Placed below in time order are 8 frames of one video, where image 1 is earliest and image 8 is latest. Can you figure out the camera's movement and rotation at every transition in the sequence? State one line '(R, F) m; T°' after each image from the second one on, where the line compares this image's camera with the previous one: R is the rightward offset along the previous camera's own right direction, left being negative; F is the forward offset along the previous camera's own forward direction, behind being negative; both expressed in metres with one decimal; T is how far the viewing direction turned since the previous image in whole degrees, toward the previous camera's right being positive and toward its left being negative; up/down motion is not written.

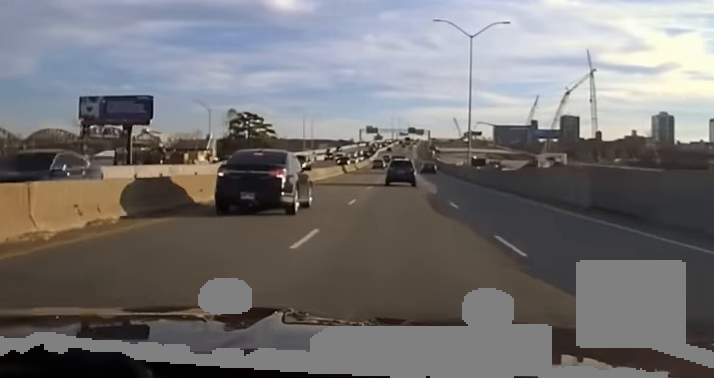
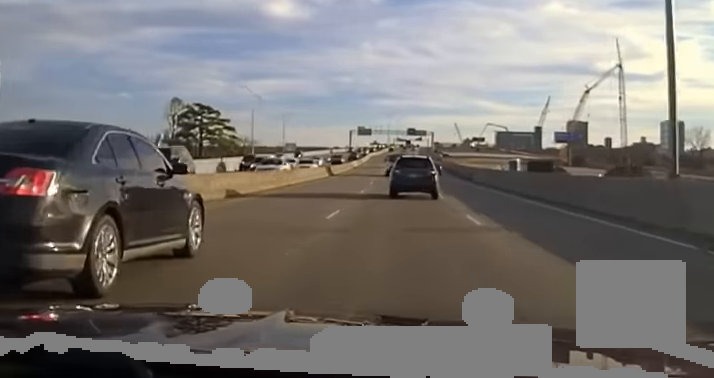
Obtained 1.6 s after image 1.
(-0.1, +61.0) m; 0°
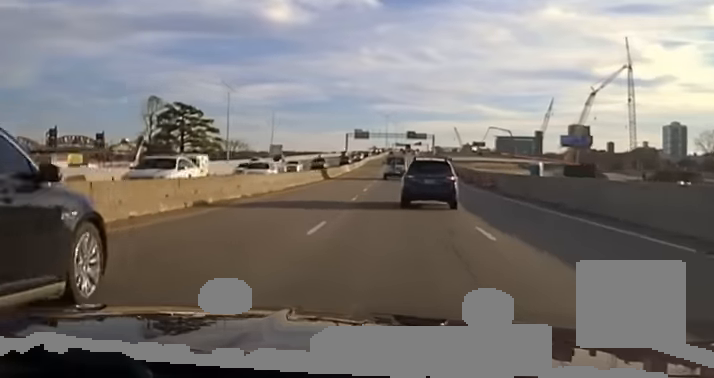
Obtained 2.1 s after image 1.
(+0.1, +18.8) m; 0°
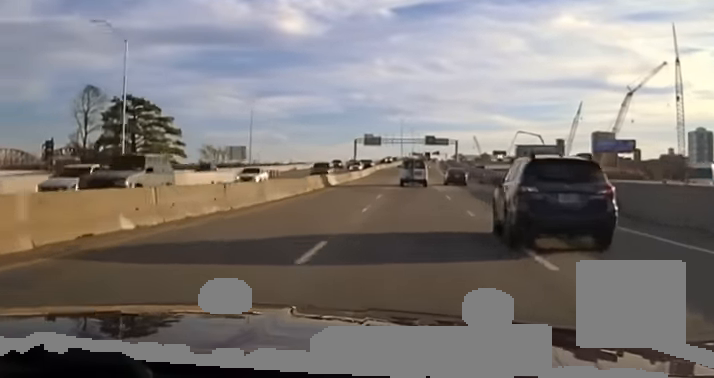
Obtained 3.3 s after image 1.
(-0.6, +45.3) m; -1°
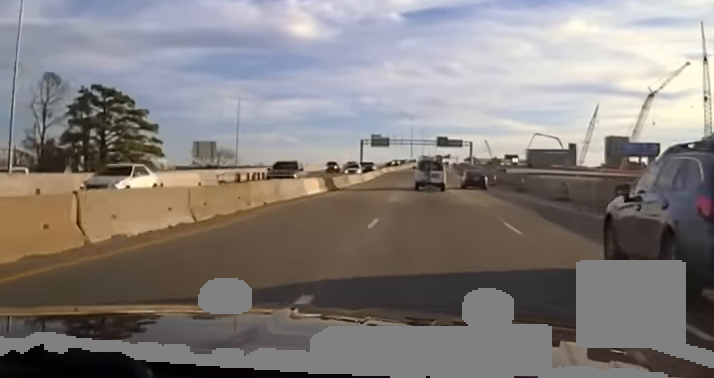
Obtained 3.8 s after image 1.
(-0.1, +17.6) m; 0°
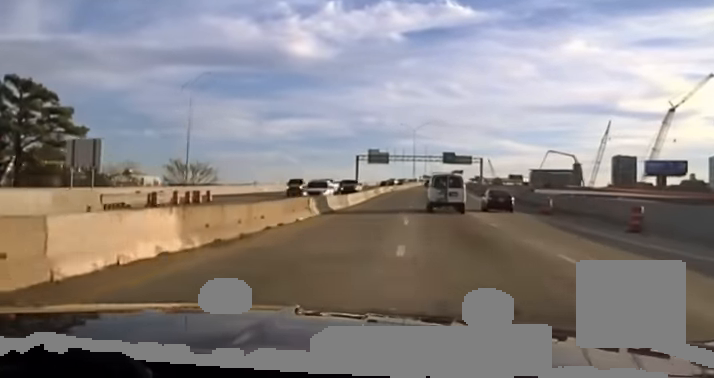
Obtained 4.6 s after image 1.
(-0.1, +27.5) m; 0°
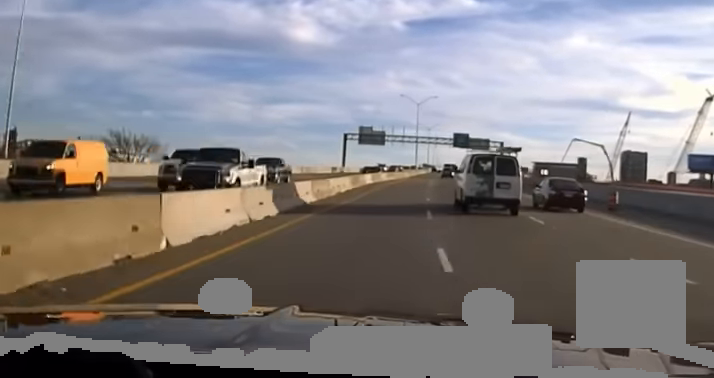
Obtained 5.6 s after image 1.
(+0.2, +35.0) m; +1°
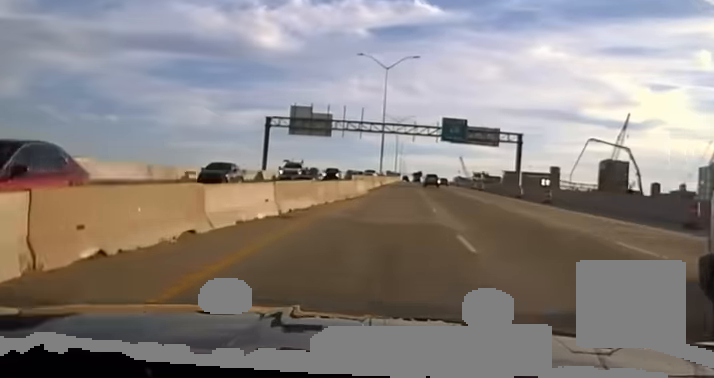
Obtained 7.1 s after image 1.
(+1.1, +53.5) m; +2°
